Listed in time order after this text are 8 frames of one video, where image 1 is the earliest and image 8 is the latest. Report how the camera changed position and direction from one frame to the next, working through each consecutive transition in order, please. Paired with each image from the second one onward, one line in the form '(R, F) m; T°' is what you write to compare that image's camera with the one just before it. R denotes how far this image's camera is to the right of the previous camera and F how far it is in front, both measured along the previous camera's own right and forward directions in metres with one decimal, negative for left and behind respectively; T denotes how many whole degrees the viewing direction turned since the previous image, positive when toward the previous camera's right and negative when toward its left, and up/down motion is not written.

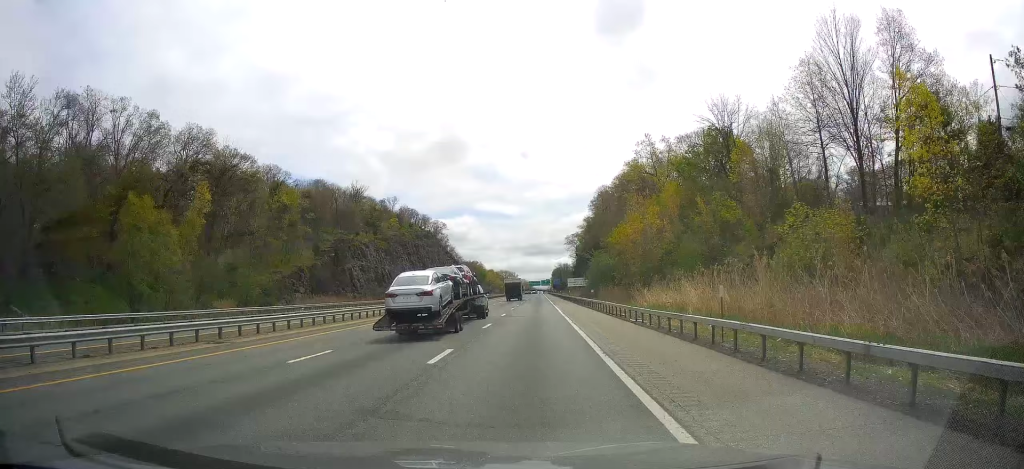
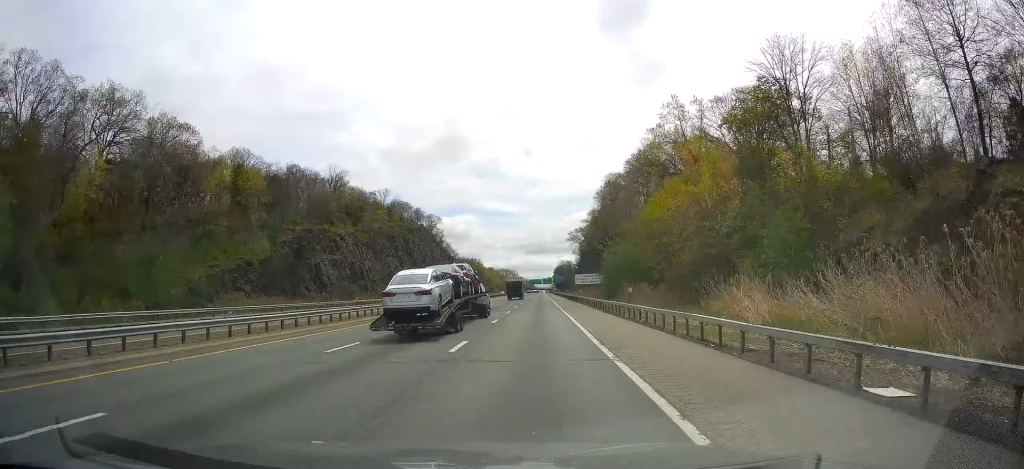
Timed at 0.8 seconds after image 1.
(+0.1, +22.2) m; 0°
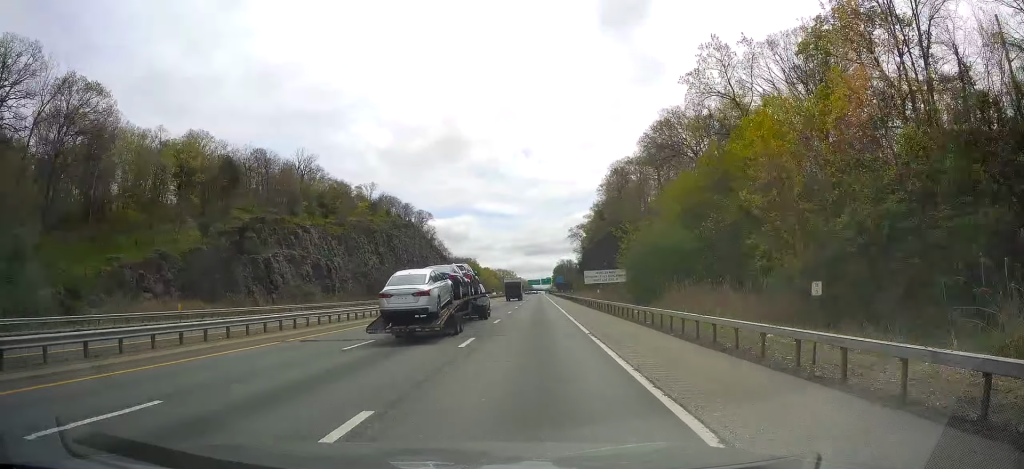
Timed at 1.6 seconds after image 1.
(+0.1, +23.1) m; 0°
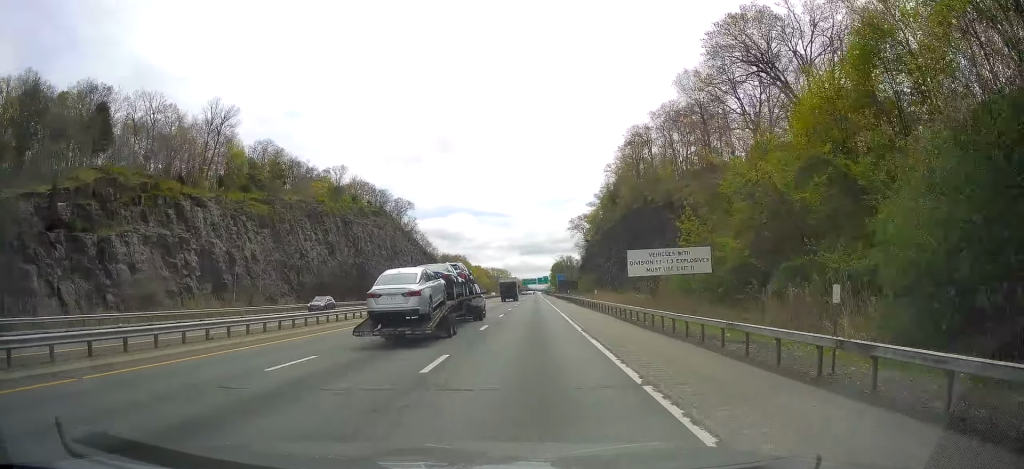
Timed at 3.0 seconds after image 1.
(-0.4, +41.3) m; 0°
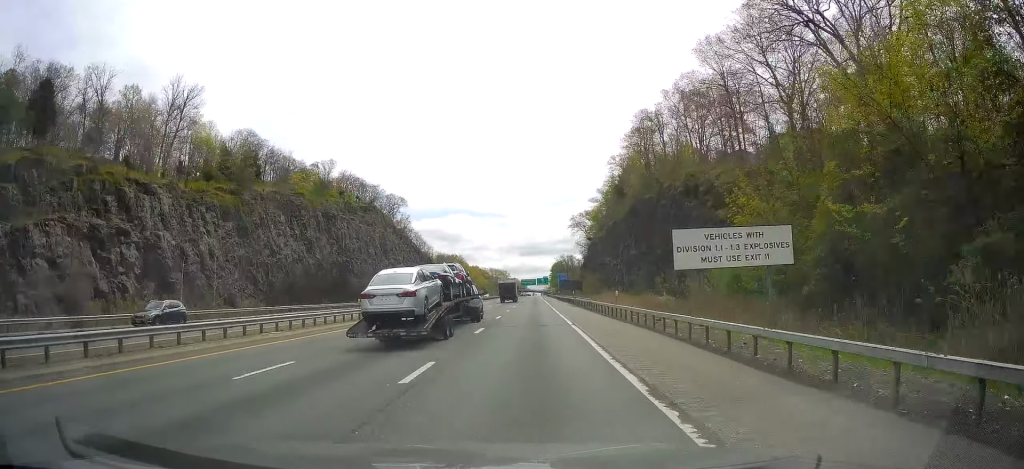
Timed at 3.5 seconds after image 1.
(0.0, +13.4) m; 0°
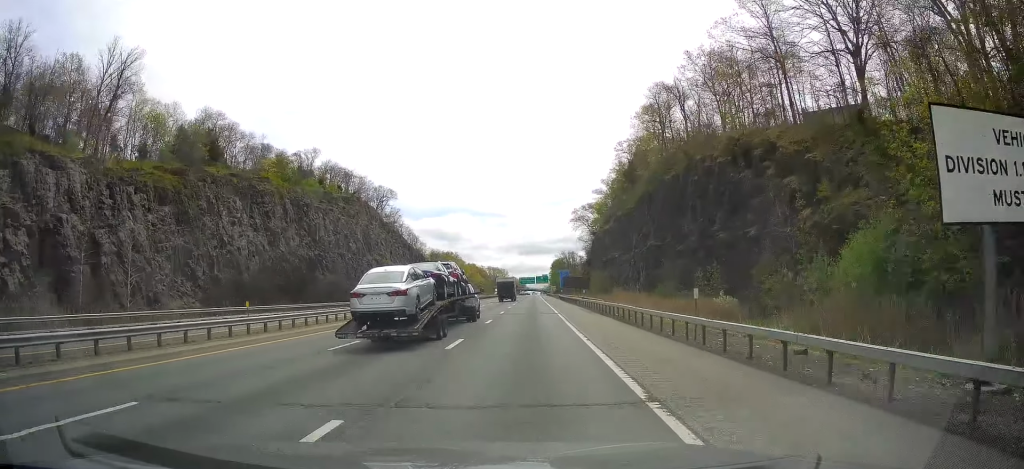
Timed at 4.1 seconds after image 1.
(+0.3, +18.2) m; +1°
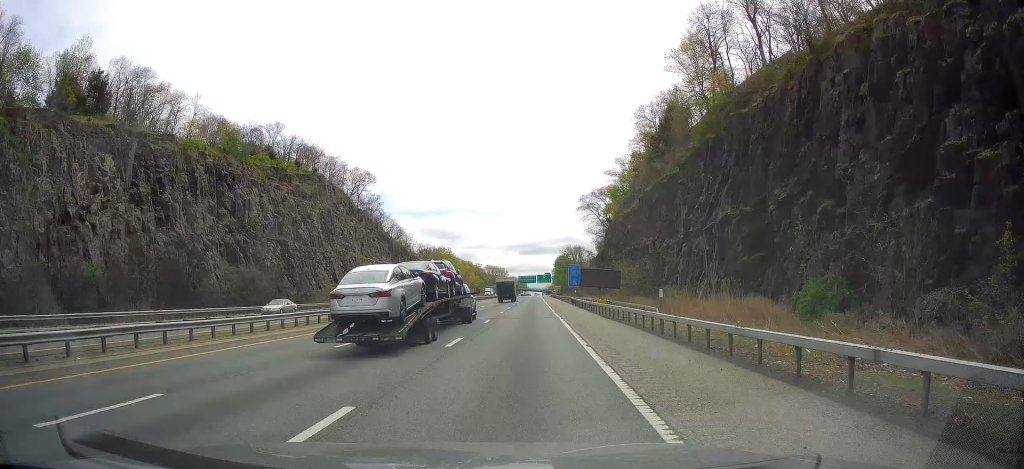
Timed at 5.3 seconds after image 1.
(+0.1, +35.6) m; 0°
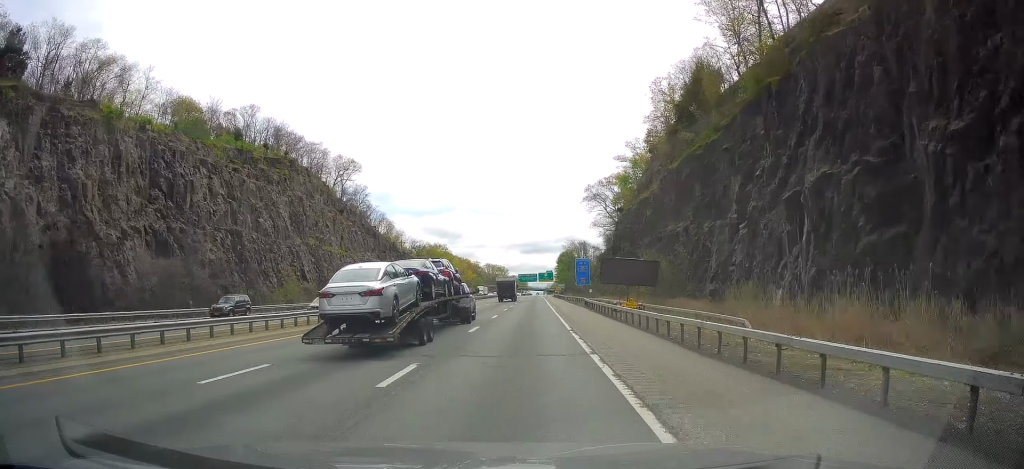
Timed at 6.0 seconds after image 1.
(-0.1, +19.3) m; 0°
